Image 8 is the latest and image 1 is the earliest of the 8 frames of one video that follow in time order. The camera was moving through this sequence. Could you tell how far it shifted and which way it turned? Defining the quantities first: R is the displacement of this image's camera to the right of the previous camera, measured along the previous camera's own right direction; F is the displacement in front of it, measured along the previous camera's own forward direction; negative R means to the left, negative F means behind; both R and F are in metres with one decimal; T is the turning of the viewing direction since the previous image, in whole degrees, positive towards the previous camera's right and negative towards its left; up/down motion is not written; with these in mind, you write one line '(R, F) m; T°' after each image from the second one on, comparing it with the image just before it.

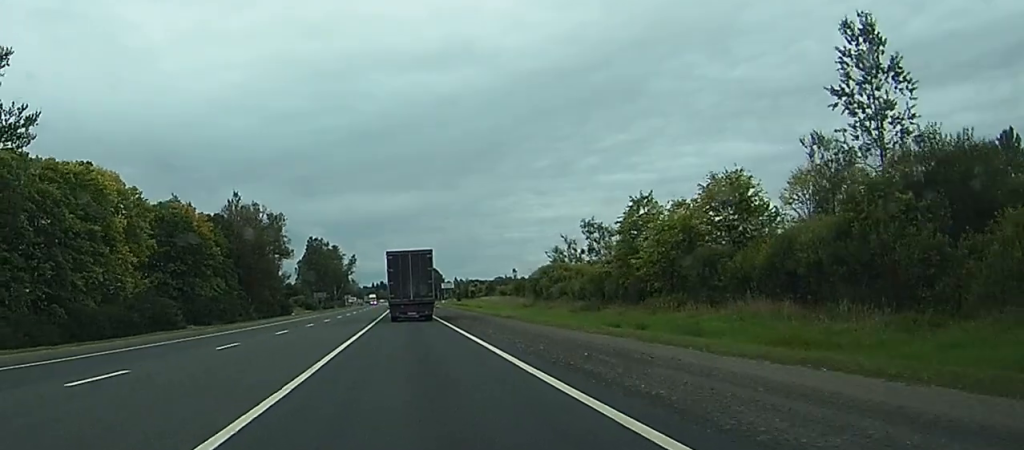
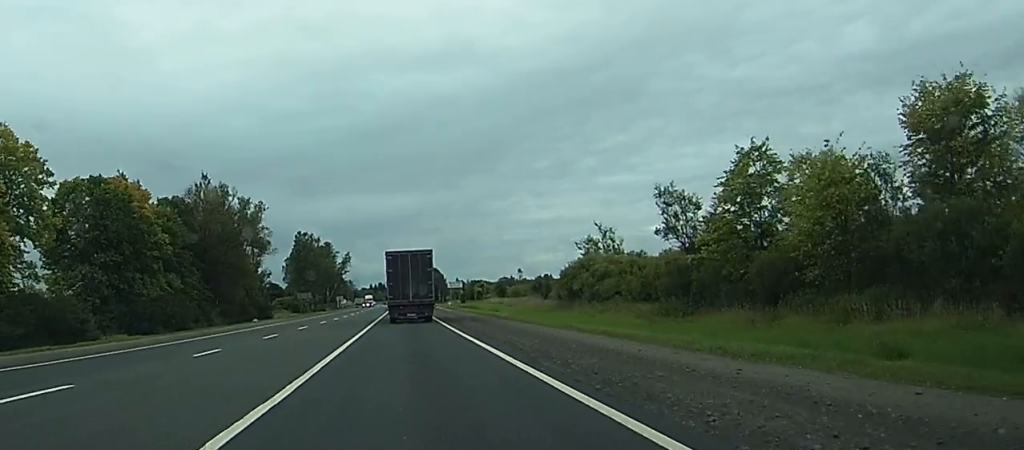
(-0.3, +26.4) m; -1°
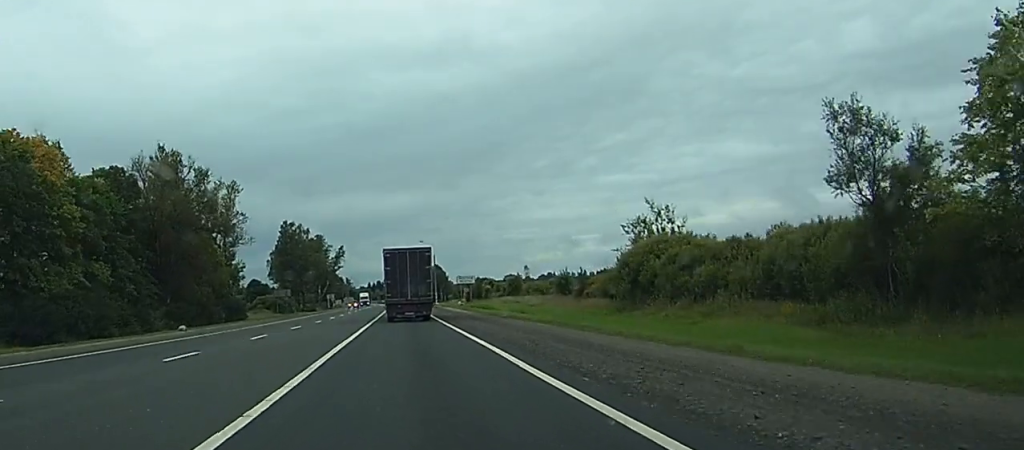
(+0.1, +26.6) m; +1°
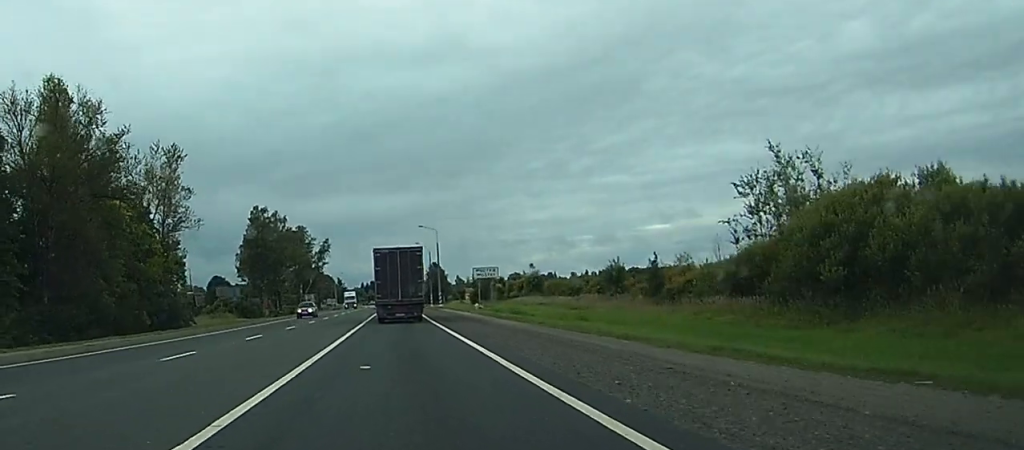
(+0.3, +35.4) m; 0°
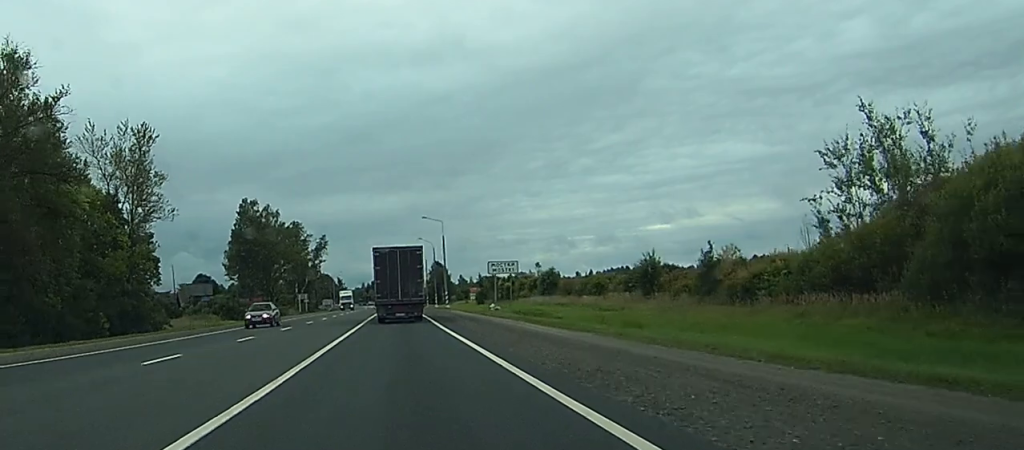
(0.0, +13.7) m; 0°
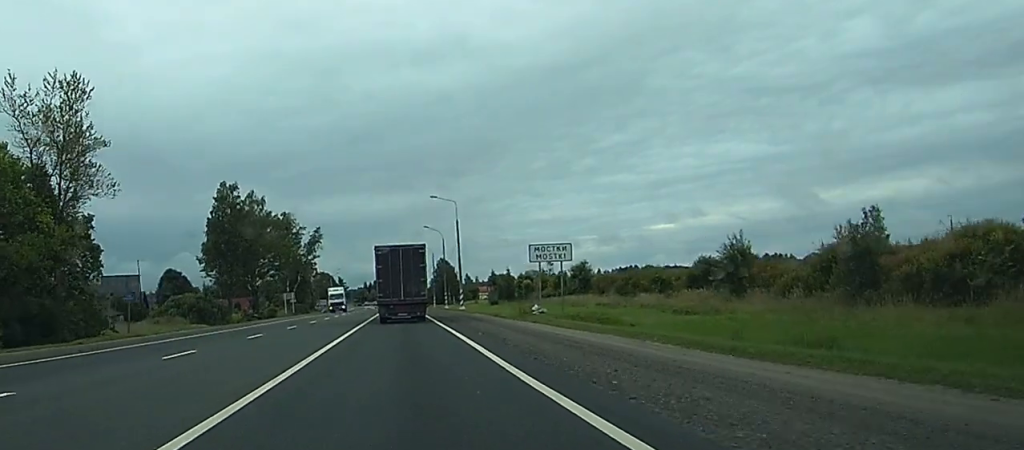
(-0.1, +22.3) m; 0°
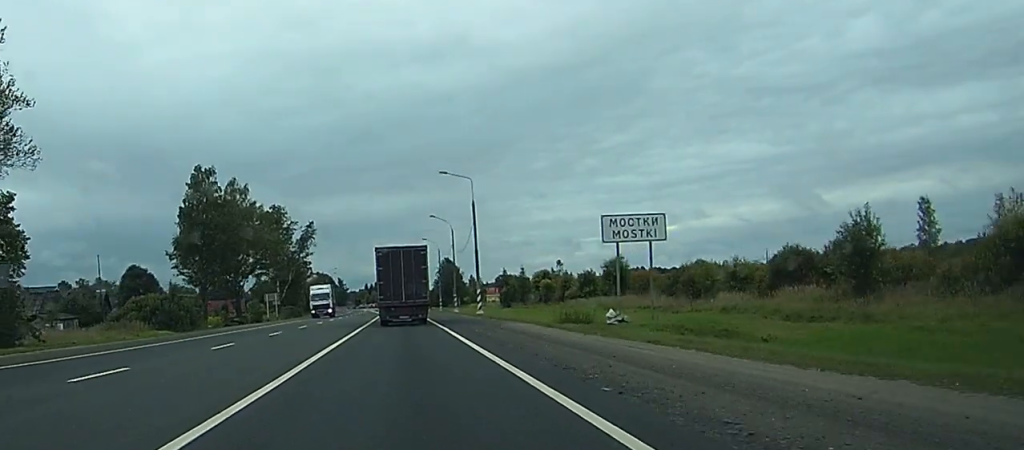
(+0.1, +18.6) m; 0°
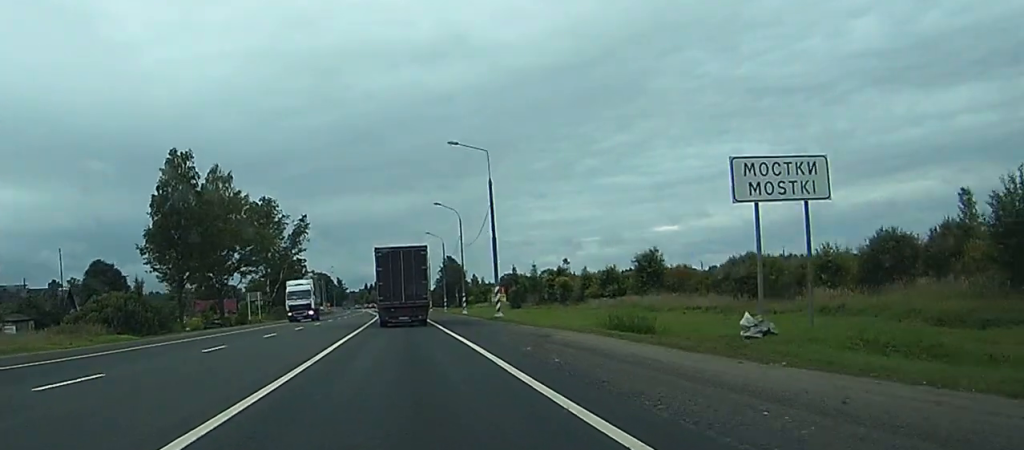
(0.0, +13.5) m; 0°
